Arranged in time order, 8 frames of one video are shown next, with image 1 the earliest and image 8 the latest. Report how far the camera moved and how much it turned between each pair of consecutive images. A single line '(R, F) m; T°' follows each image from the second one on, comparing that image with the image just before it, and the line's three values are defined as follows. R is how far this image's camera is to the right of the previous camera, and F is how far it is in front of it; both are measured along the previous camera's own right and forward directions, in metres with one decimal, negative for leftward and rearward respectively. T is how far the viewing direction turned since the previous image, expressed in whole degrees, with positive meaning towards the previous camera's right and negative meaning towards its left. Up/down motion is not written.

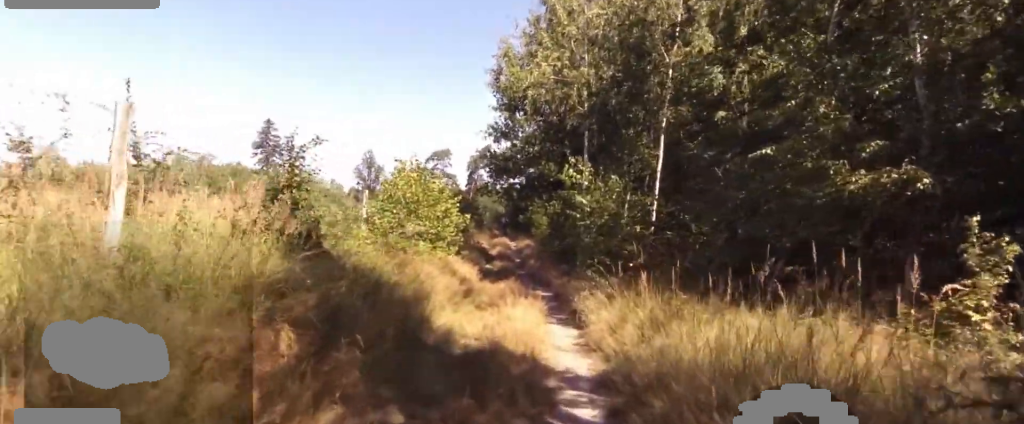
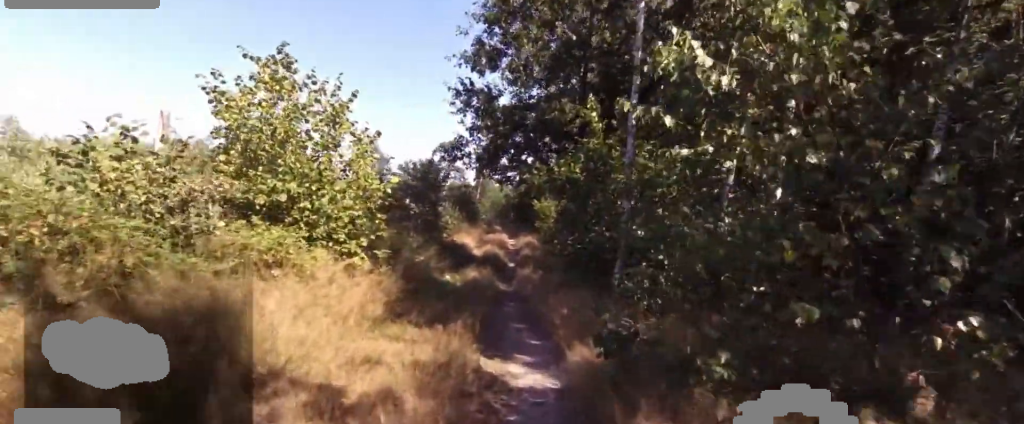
(+0.3, +8.2) m; +7°
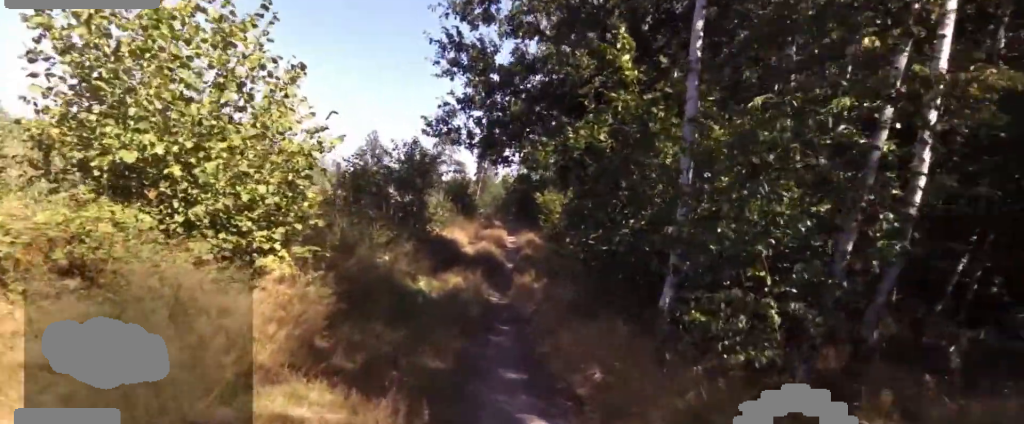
(0.0, +2.8) m; -4°
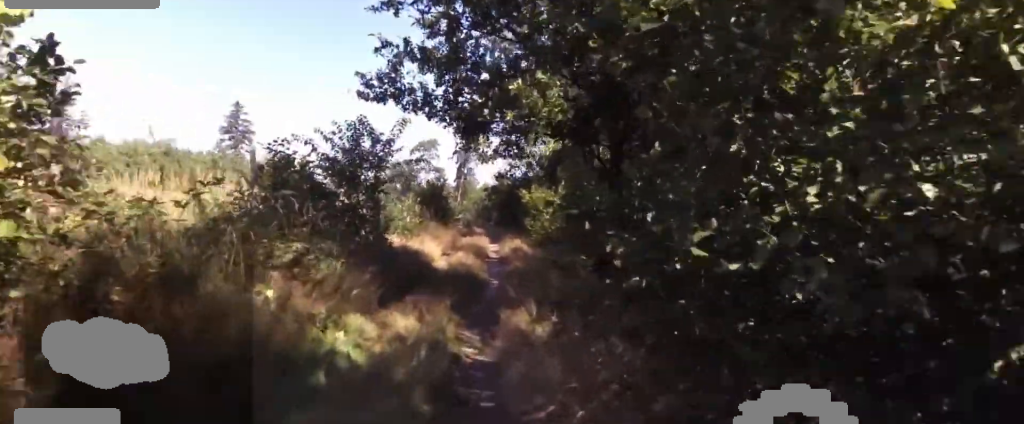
(0.0, +3.5) m; -8°
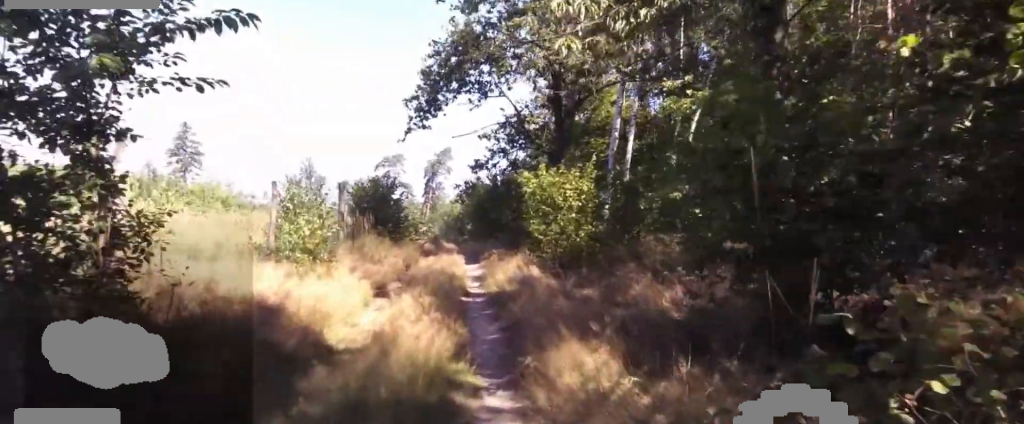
(-1.2, +8.6) m; -8°
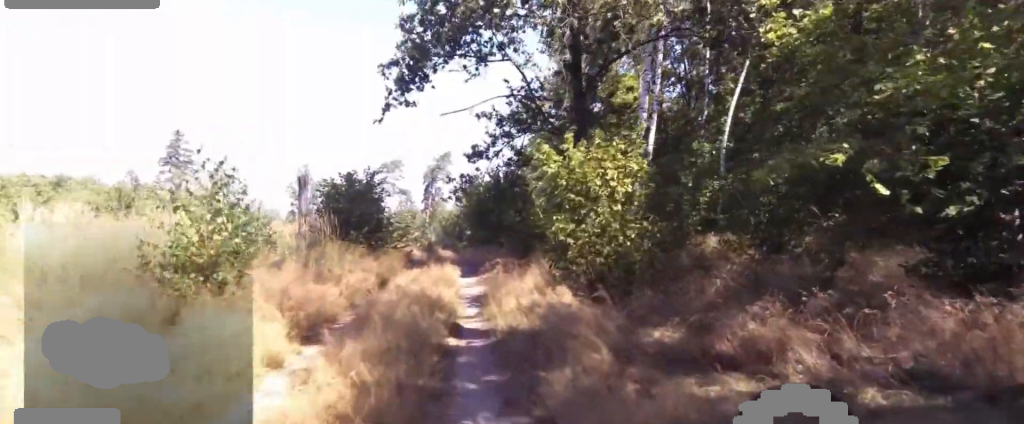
(0.0, +3.6) m; 0°
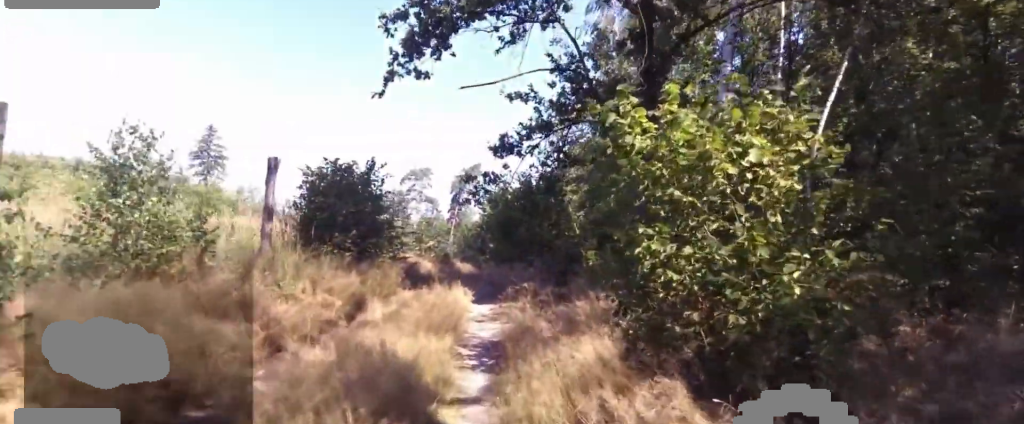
(0.0, +3.4) m; +1°
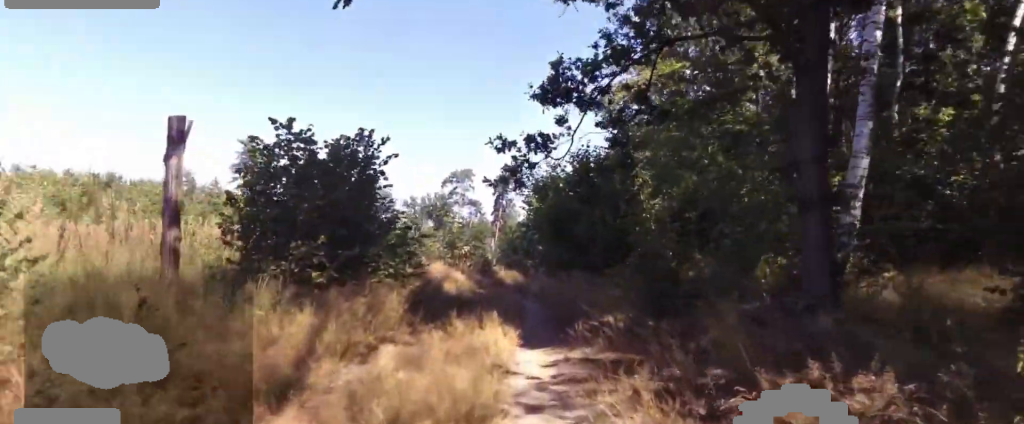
(0.0, +4.1) m; +3°
